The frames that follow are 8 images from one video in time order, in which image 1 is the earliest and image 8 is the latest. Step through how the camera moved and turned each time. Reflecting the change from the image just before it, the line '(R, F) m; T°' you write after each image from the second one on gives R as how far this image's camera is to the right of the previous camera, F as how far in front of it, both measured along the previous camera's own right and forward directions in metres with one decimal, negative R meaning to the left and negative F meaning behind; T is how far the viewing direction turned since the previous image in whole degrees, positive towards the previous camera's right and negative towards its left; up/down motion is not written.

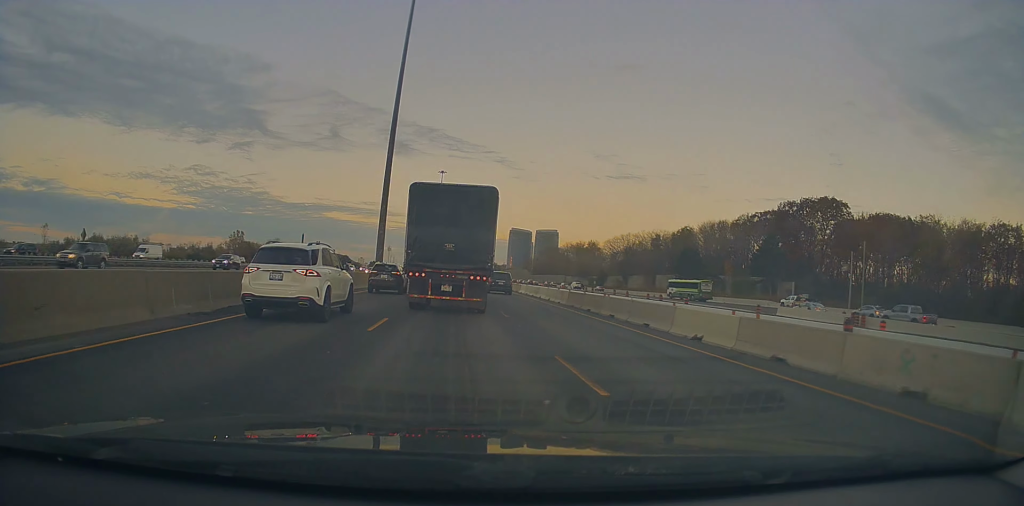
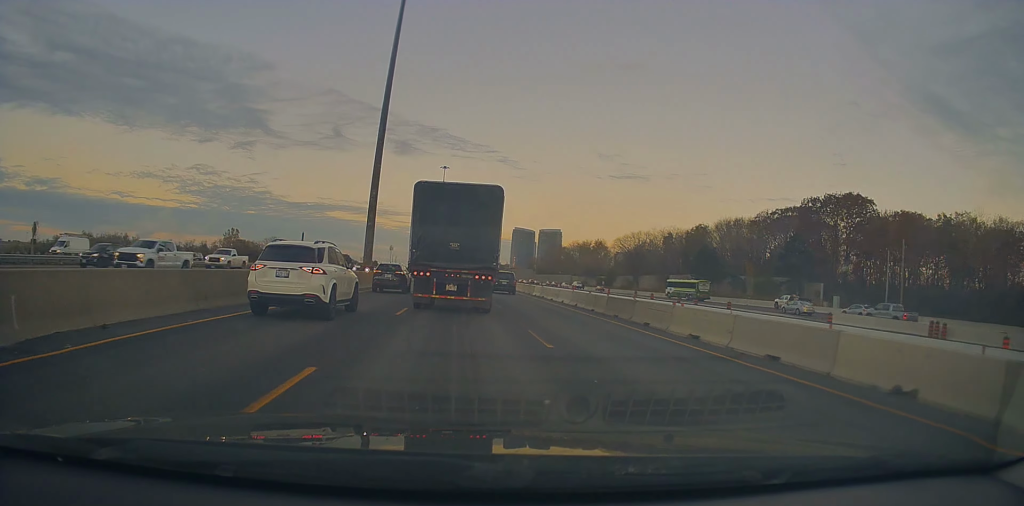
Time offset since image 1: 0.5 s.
(-0.2, +8.0) m; 0°
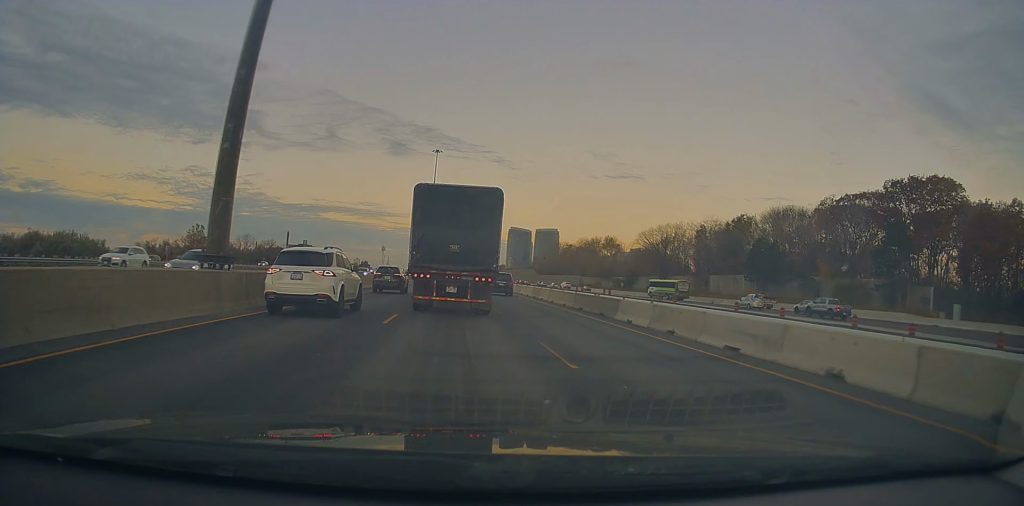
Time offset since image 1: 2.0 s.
(+0.2, +27.1) m; 0°
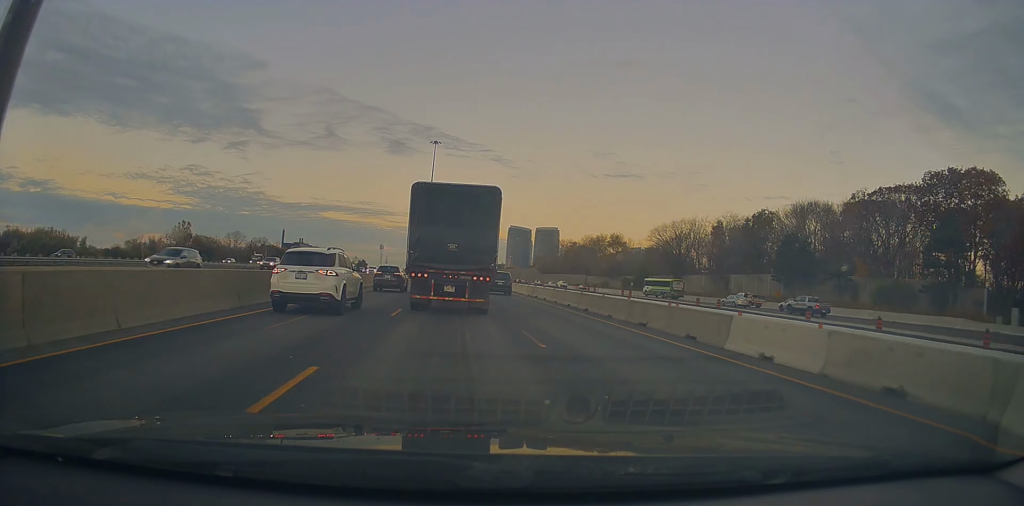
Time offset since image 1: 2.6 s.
(-0.4, +9.7) m; 0°
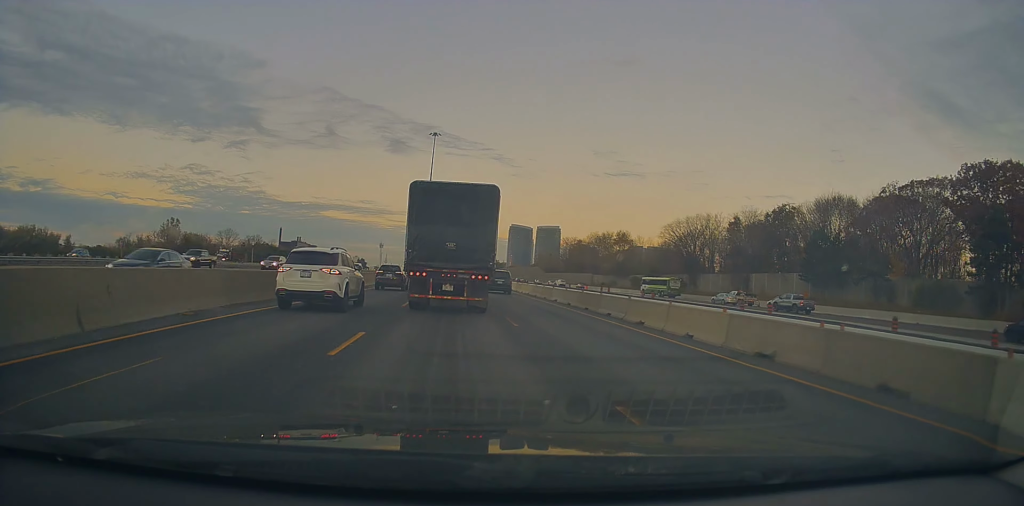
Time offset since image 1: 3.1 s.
(-0.5, +8.0) m; 0°
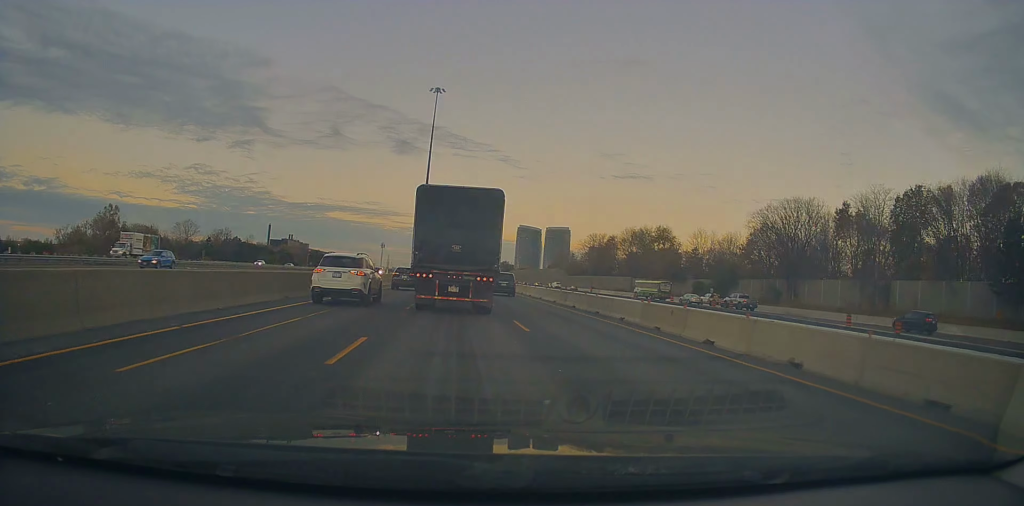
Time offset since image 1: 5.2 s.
(+0.3, +37.2) m; -3°
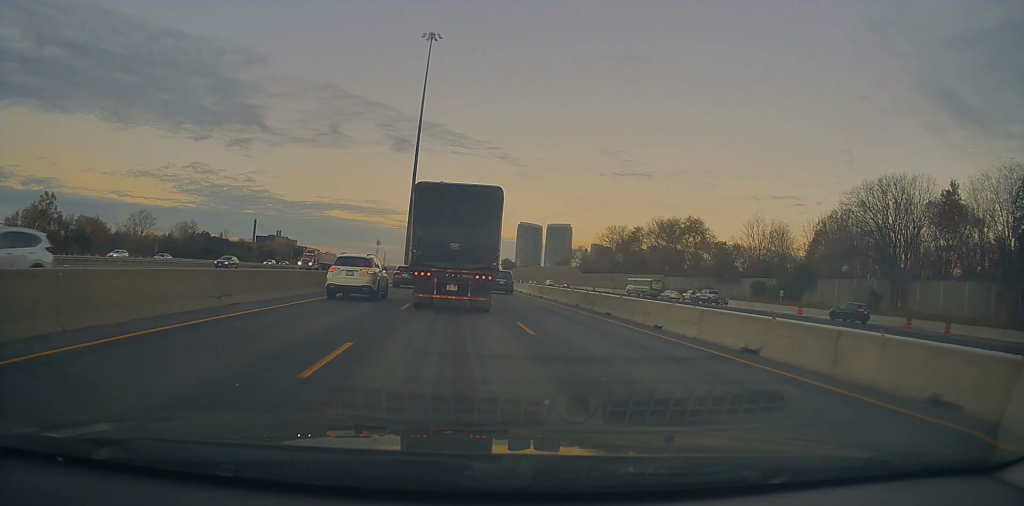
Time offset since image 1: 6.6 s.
(+0.3, +25.1) m; +2°
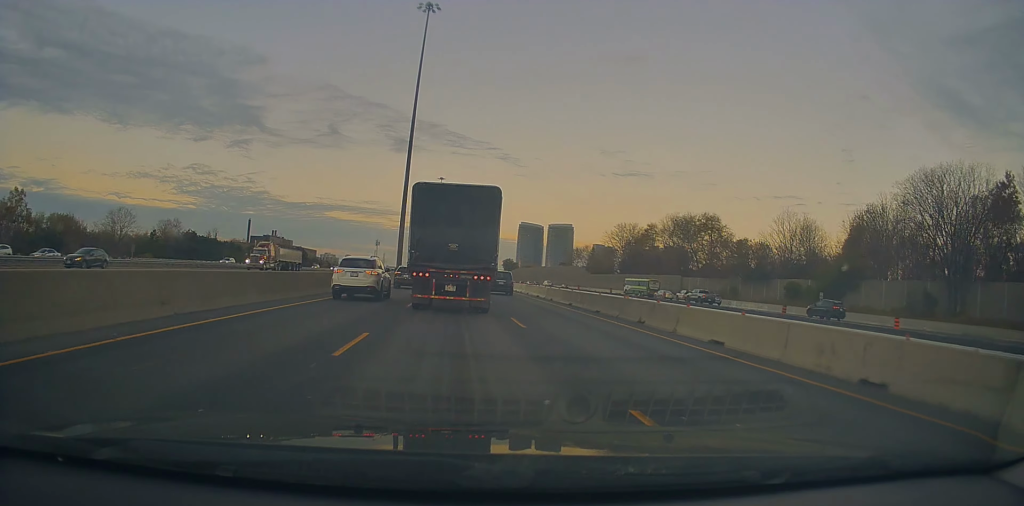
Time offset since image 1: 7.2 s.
(+0.1, +10.3) m; +1°
